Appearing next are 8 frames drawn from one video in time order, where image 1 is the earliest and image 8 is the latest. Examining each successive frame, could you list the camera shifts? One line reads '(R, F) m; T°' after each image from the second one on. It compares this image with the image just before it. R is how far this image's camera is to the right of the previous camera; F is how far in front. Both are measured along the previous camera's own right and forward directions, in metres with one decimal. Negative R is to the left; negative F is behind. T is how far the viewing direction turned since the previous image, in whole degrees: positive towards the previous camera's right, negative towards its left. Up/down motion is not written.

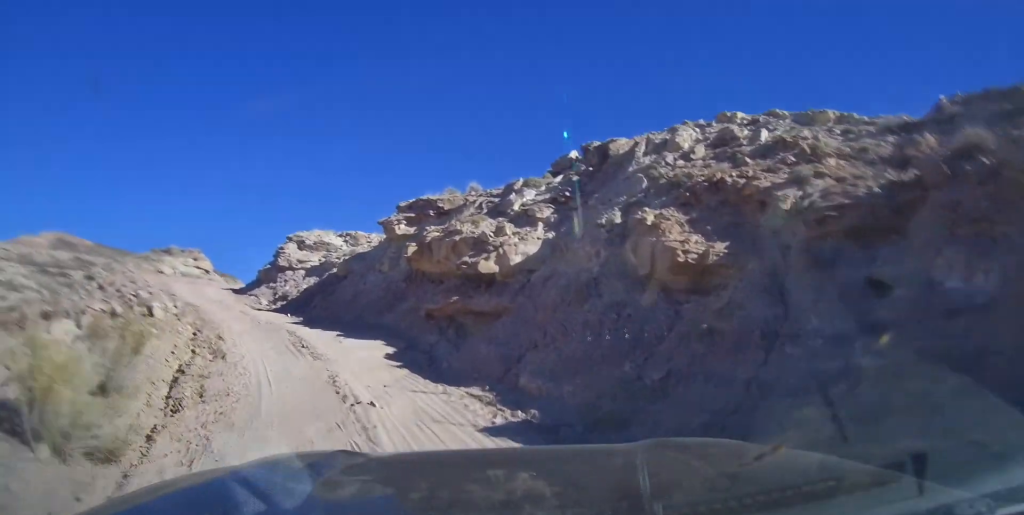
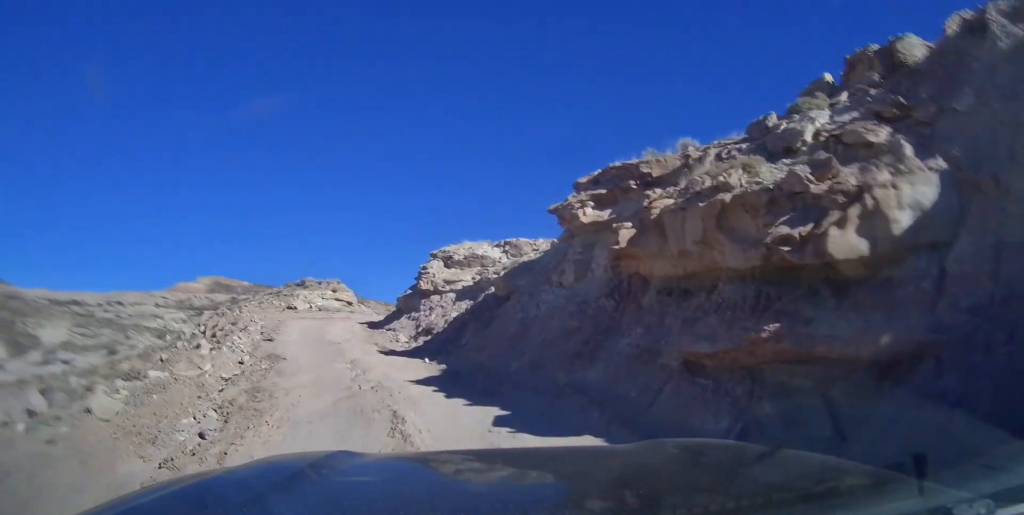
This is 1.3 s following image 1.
(-0.3, +6.2) m; -11°
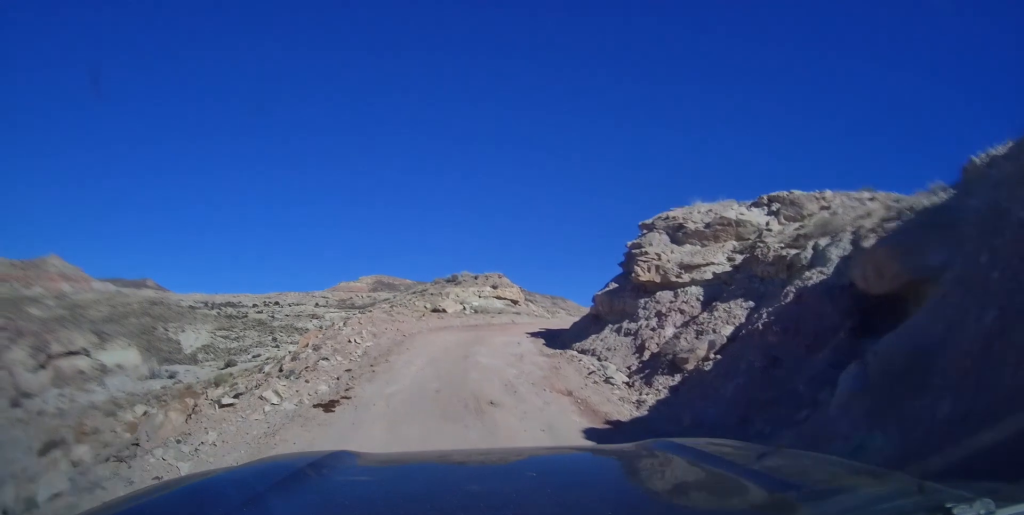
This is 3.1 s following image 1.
(-1.8, +9.8) m; -14°
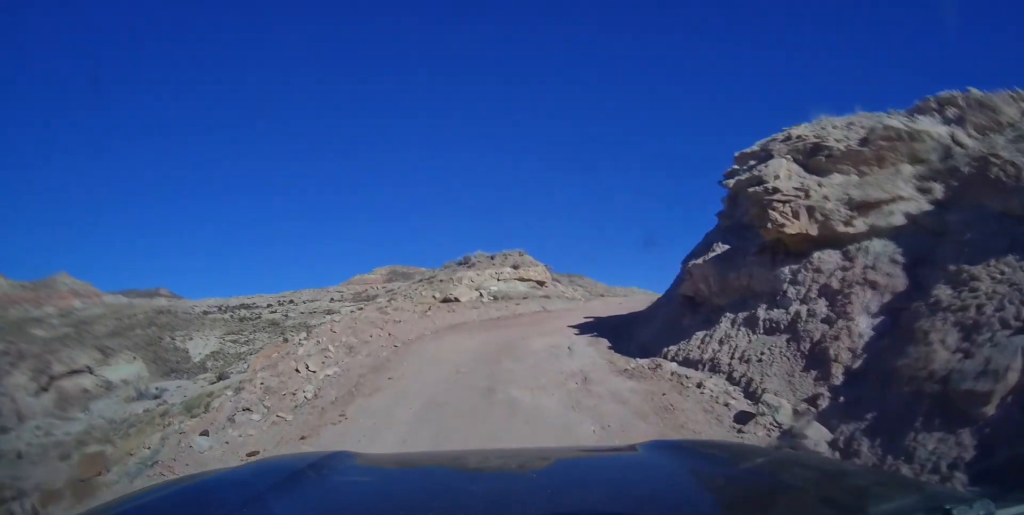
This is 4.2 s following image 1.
(-0.4, +6.2) m; -3°
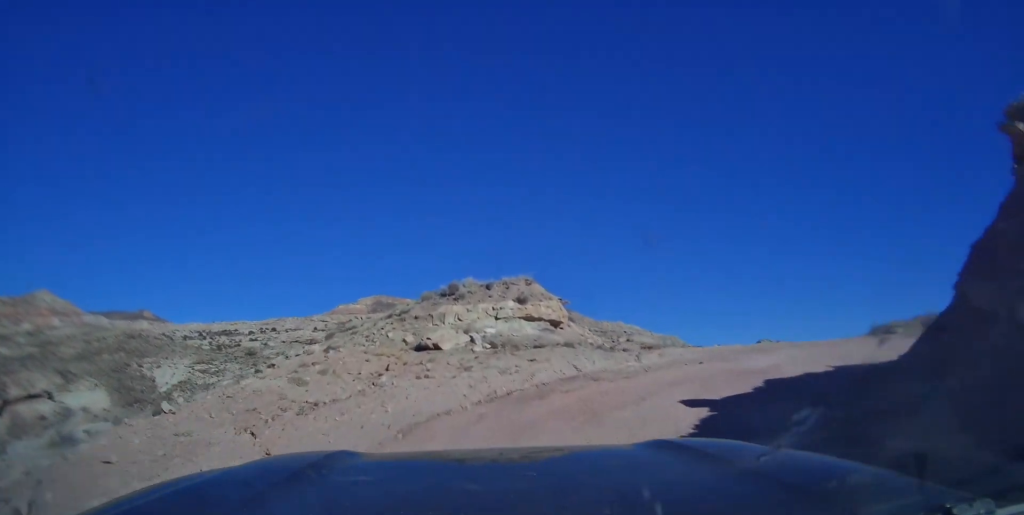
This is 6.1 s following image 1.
(-0.2, +12.0) m; +6°
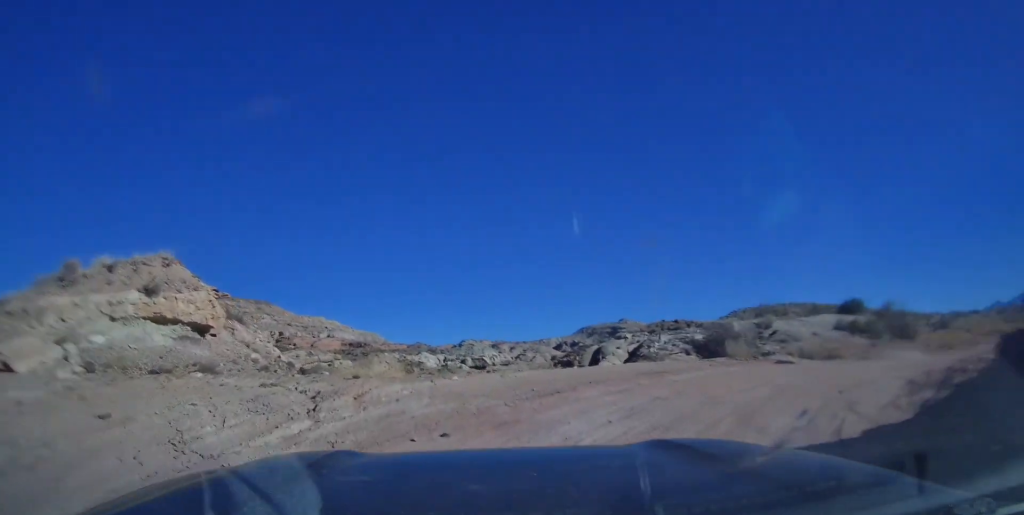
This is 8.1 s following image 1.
(+1.0, +11.0) m; +22°
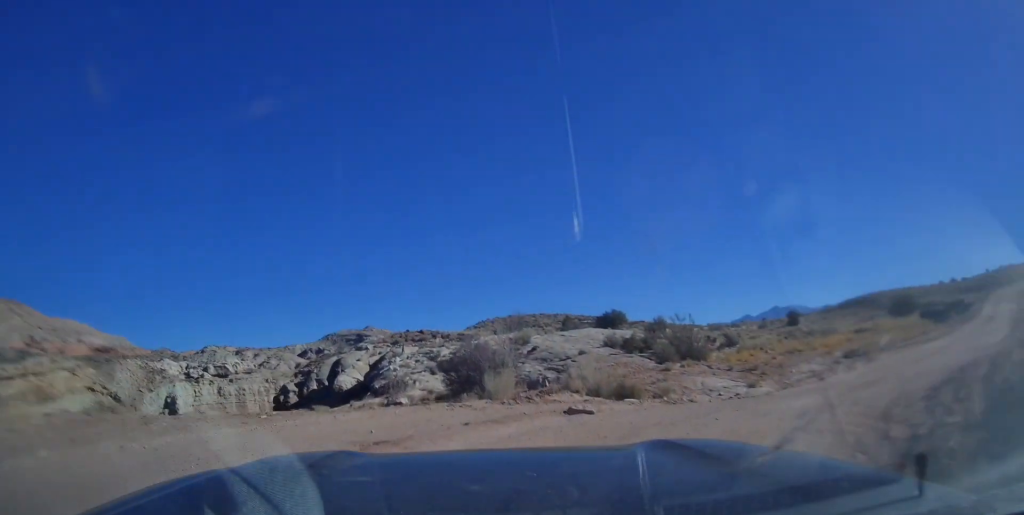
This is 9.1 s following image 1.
(+0.9, +2.6) m; +23°
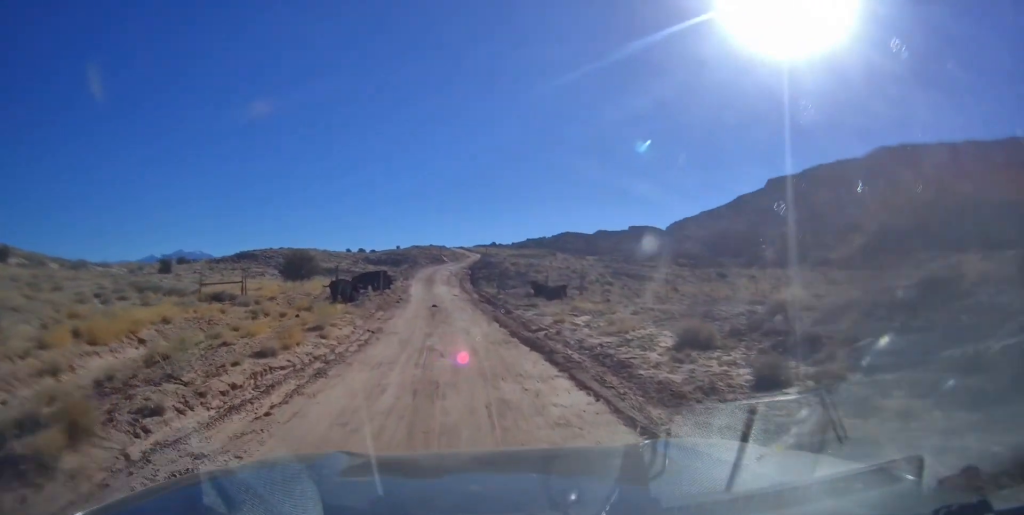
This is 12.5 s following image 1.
(+6.0, +9.3) m; +52°
